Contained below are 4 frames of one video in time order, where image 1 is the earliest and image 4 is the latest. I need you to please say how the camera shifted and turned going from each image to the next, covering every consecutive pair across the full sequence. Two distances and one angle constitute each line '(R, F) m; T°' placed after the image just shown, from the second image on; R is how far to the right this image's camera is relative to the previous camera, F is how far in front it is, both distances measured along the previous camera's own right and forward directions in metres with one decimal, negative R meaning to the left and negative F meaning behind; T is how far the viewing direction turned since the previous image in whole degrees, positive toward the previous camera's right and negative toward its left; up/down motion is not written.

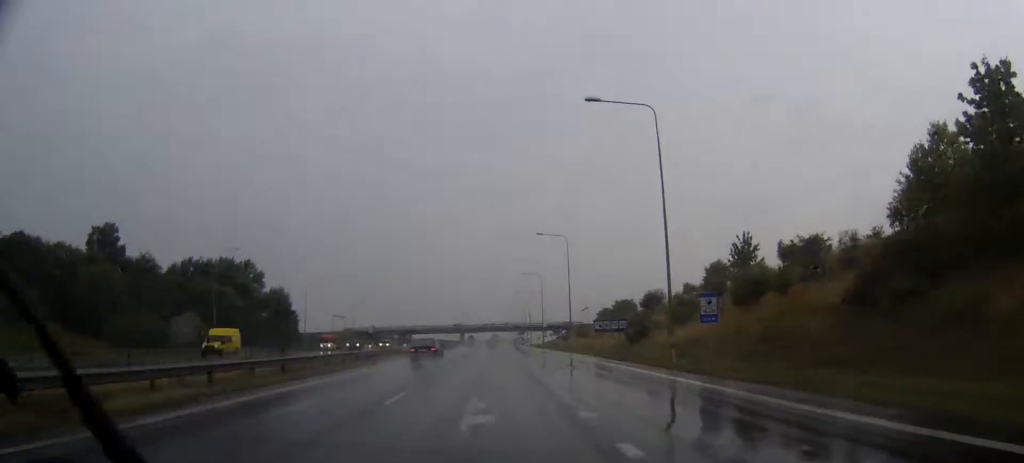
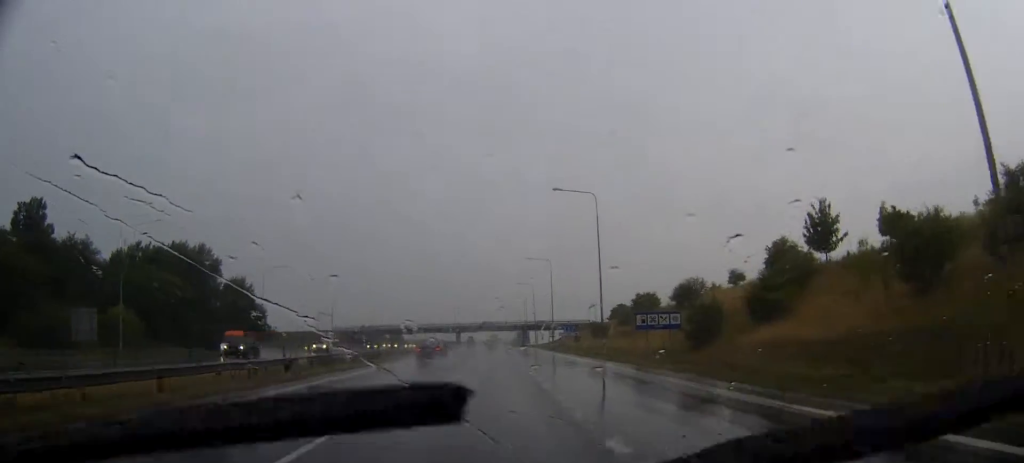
(0.0, +23.2) m; 0°
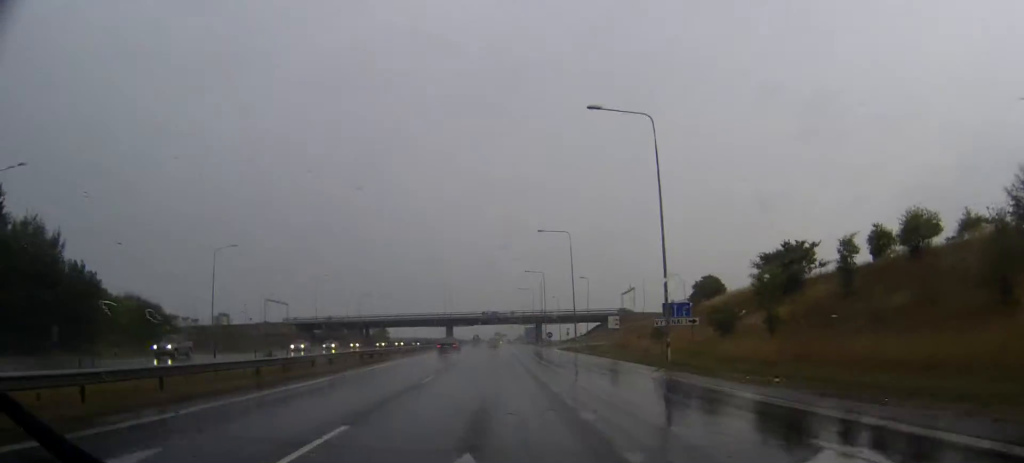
(-0.2, +64.0) m; 0°
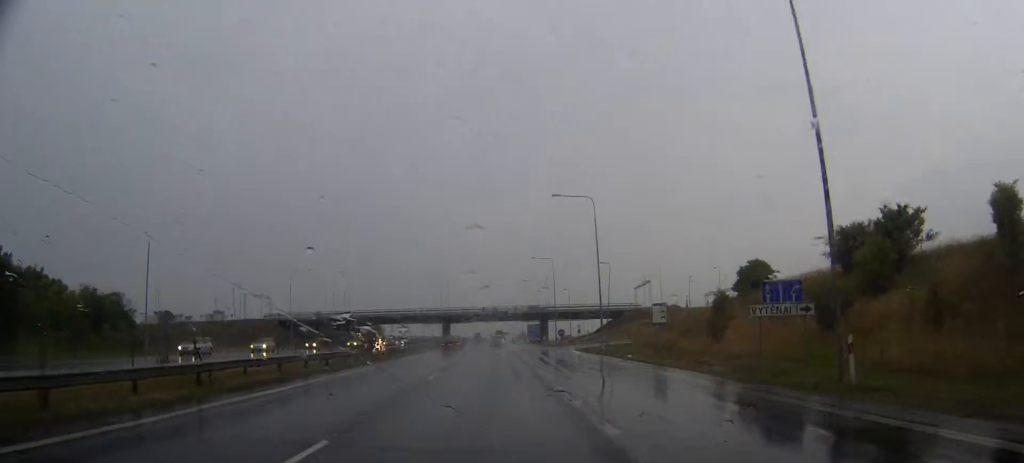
(-0.1, +17.6) m; 0°
